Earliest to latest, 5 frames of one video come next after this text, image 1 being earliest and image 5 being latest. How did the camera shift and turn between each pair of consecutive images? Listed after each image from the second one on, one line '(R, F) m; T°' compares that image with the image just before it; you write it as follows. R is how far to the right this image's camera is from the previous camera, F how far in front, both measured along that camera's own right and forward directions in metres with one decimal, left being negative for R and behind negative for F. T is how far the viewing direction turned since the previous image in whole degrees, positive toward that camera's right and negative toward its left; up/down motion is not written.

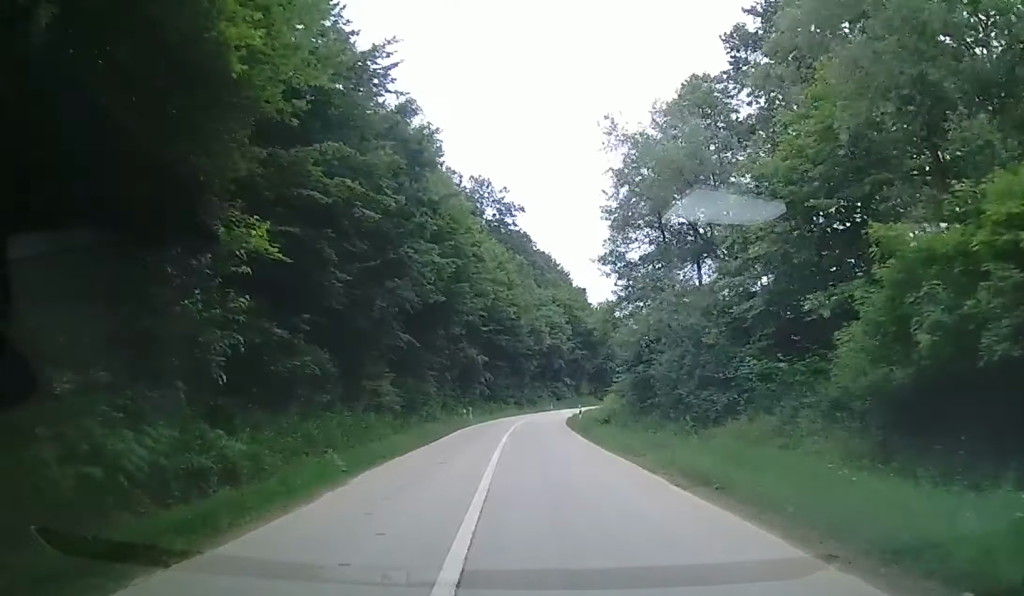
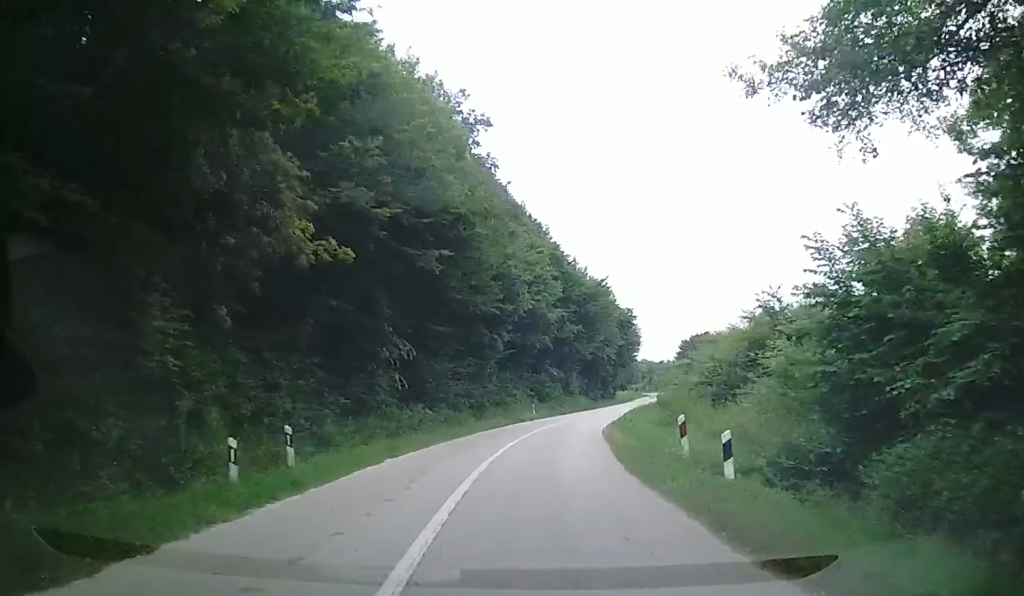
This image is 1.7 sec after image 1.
(+0.3, +30.3) m; +3°
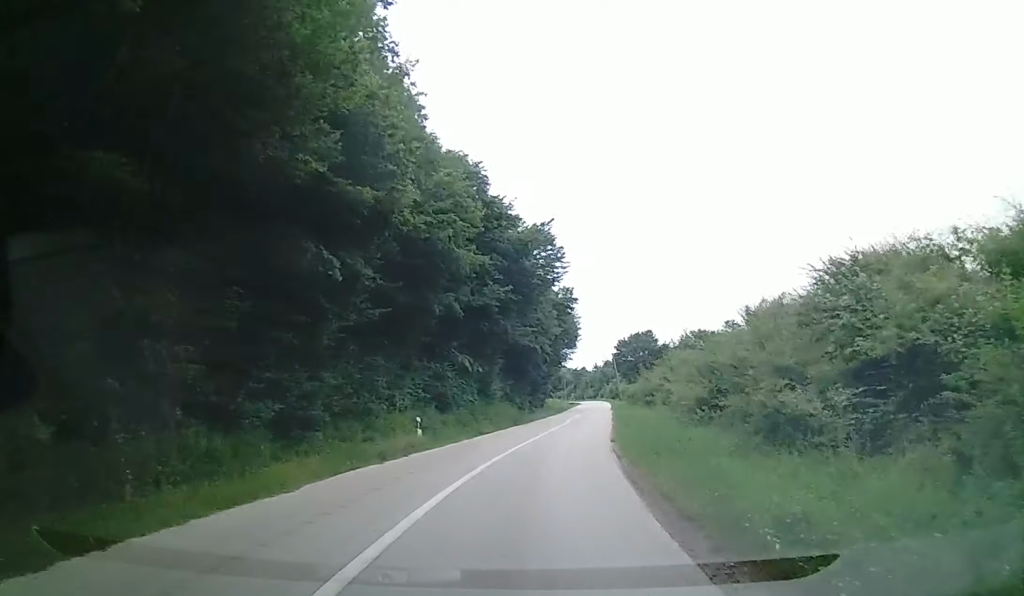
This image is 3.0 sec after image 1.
(+1.4, +22.6) m; +8°
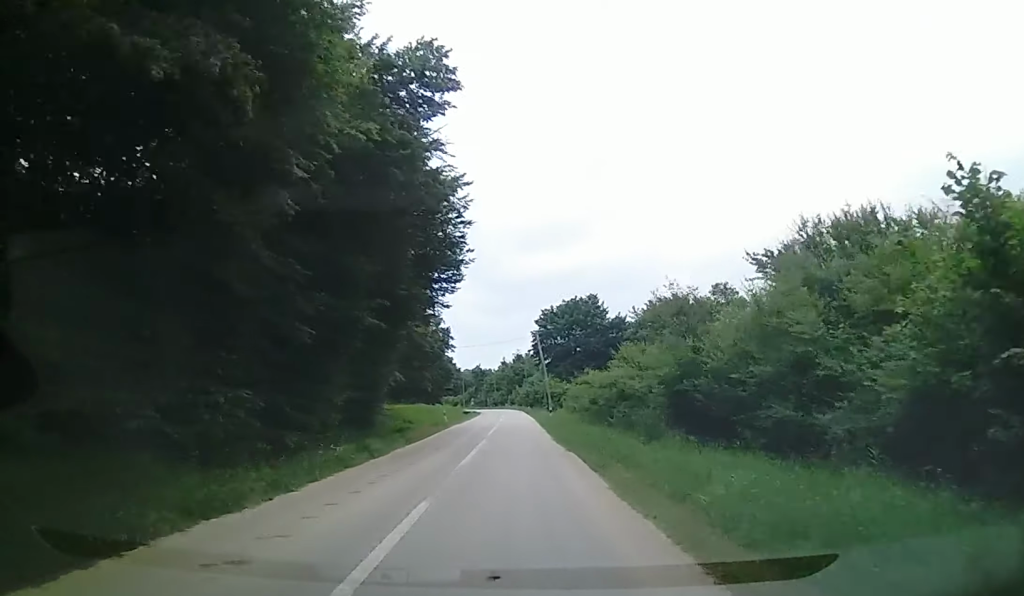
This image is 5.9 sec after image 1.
(+7.9, +51.2) m; +11°
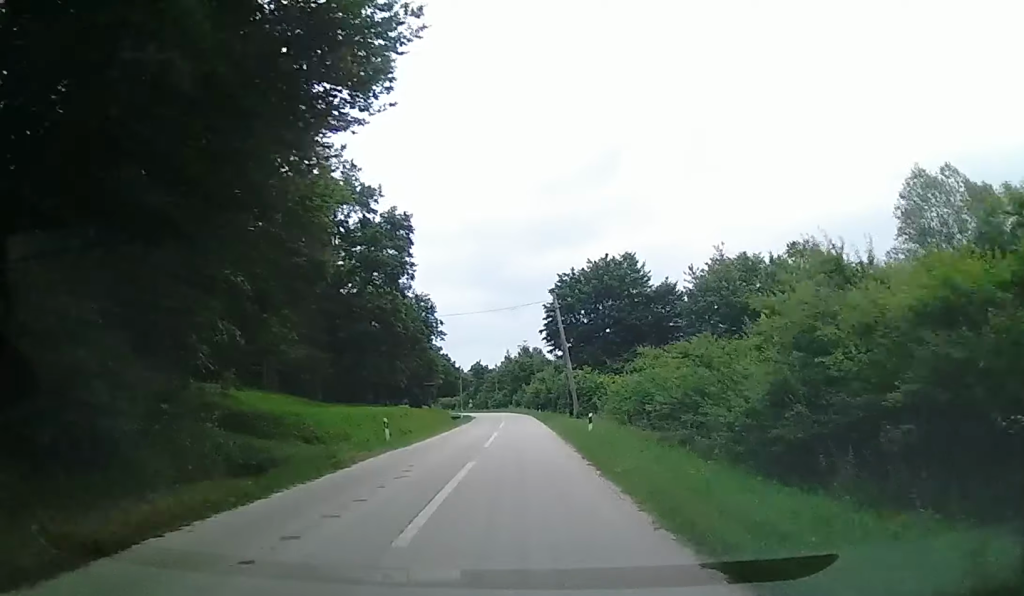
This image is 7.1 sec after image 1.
(-0.7, +23.0) m; -2°
